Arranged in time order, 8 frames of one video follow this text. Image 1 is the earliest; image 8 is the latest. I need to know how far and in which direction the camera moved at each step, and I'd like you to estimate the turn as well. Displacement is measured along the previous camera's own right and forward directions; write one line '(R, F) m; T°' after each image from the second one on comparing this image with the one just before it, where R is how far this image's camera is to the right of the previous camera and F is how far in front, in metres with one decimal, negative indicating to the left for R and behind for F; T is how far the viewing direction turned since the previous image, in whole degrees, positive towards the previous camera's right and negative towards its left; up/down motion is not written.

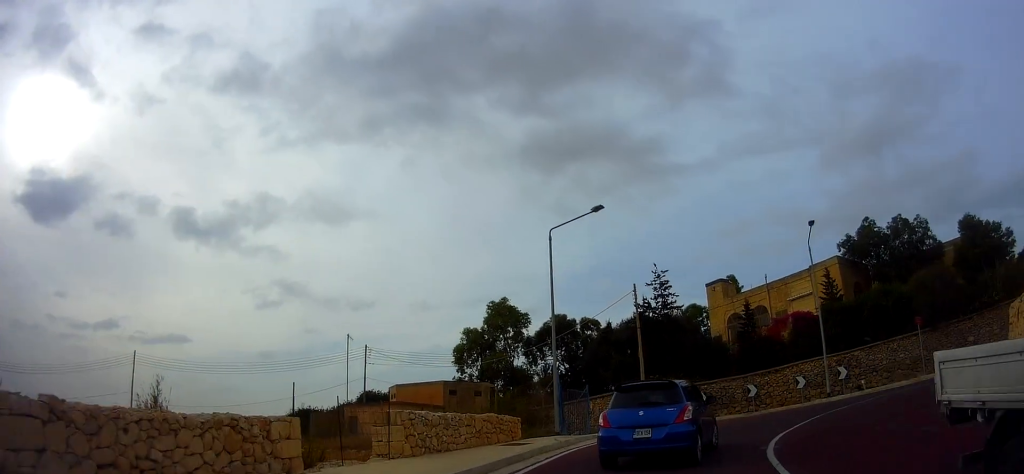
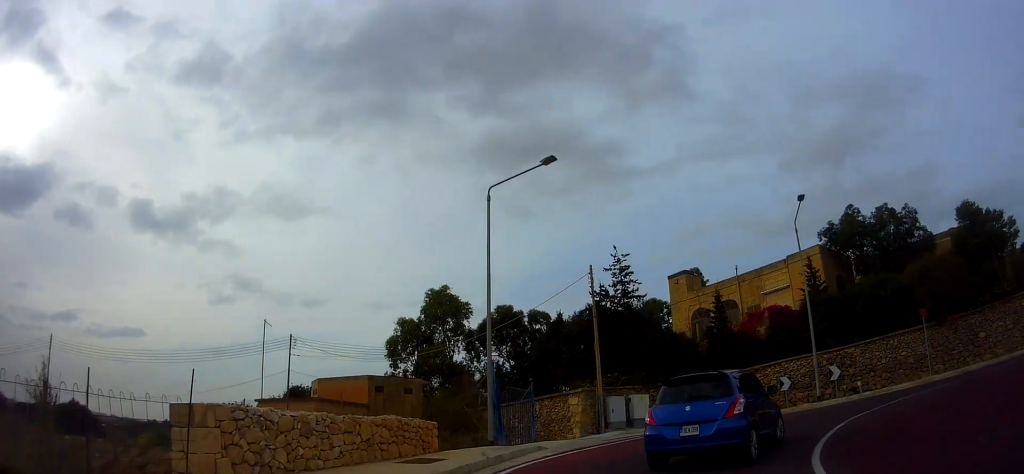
(-0.6, +4.9) m; +1°
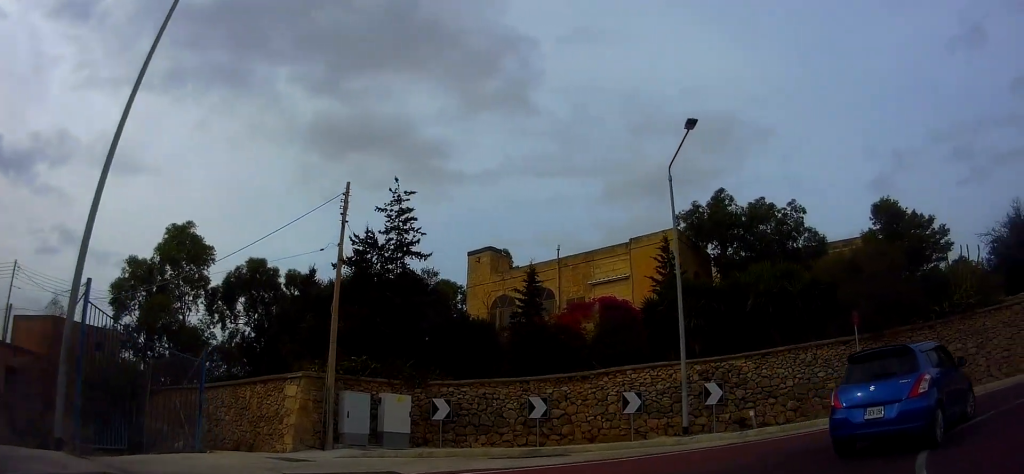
(+1.6, +10.2) m; +20°
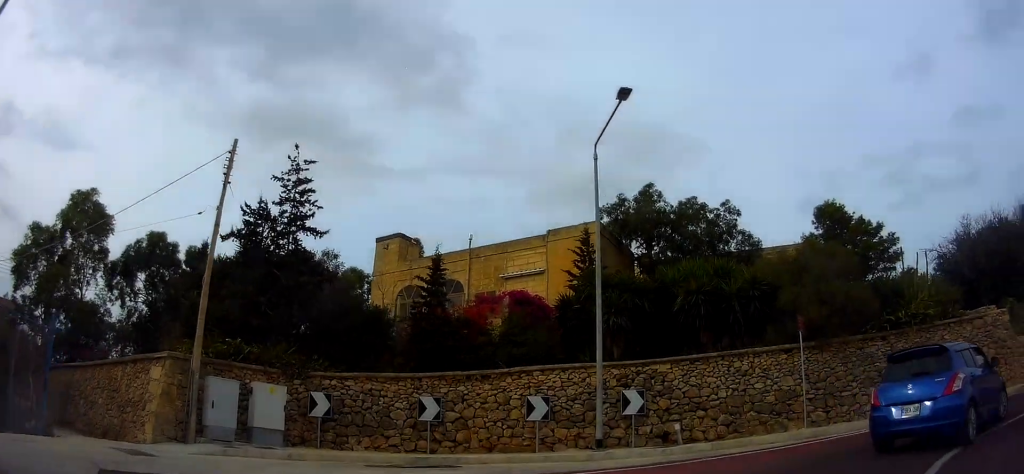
(-0.1, +2.5) m; +8°
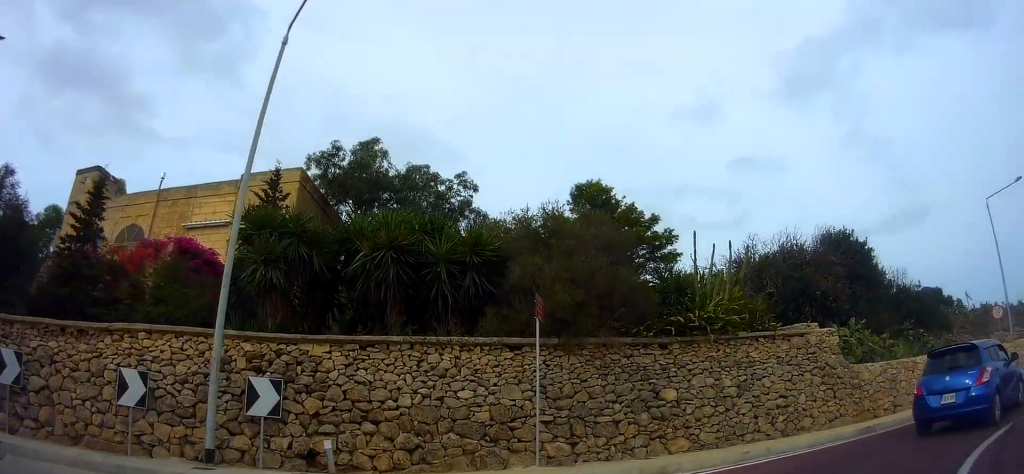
(+1.4, +5.6) m; +28°
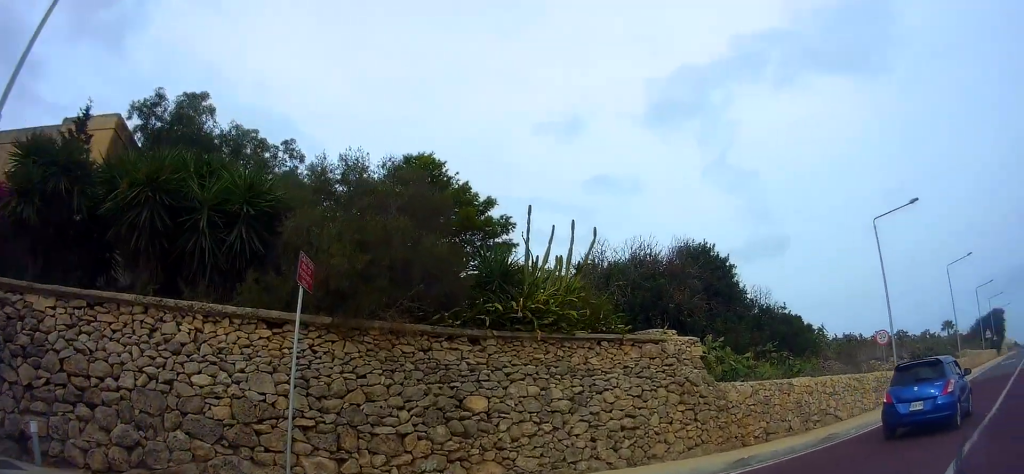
(+0.4, +2.7) m; +14°
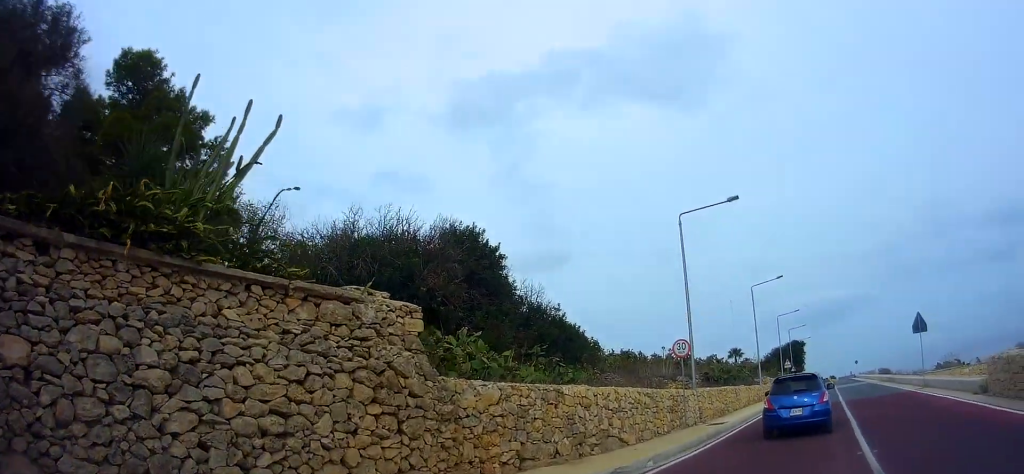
(+0.6, +3.9) m; +18°
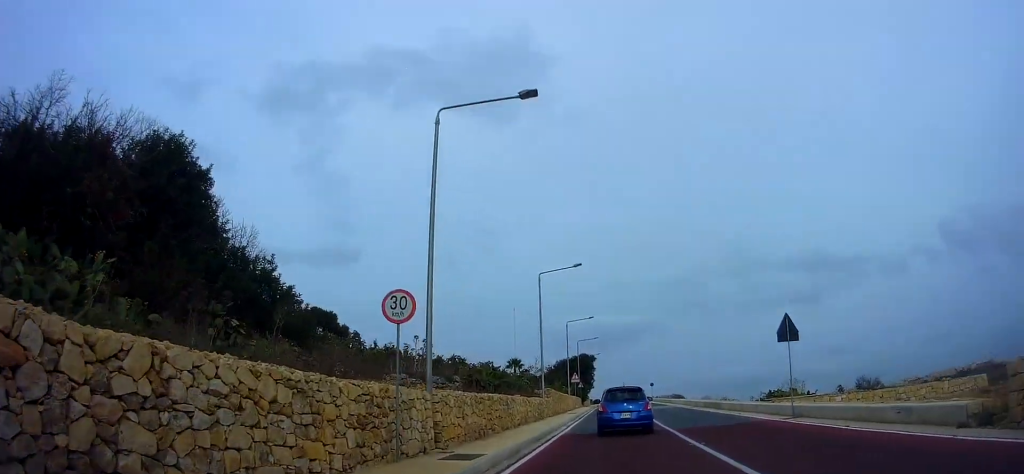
(+1.8, +7.6) m; +25°
